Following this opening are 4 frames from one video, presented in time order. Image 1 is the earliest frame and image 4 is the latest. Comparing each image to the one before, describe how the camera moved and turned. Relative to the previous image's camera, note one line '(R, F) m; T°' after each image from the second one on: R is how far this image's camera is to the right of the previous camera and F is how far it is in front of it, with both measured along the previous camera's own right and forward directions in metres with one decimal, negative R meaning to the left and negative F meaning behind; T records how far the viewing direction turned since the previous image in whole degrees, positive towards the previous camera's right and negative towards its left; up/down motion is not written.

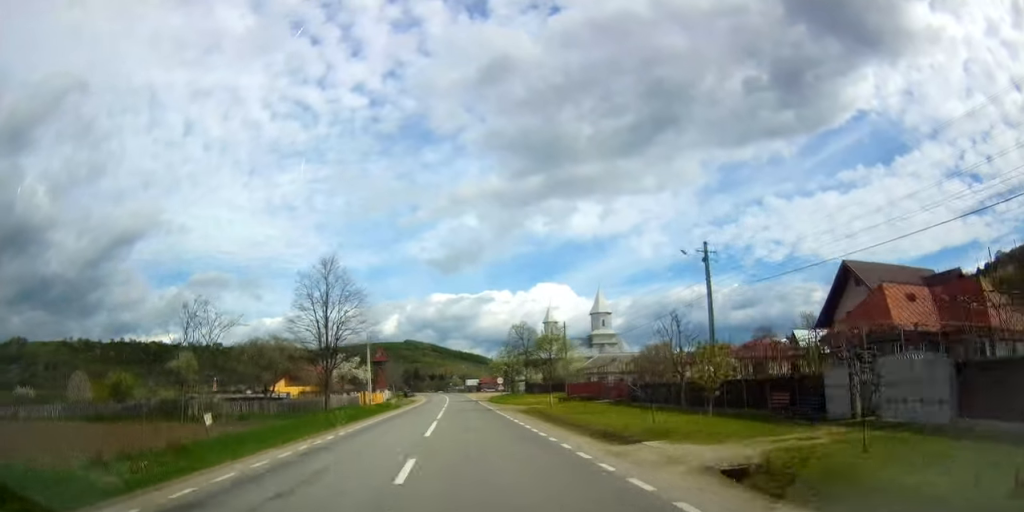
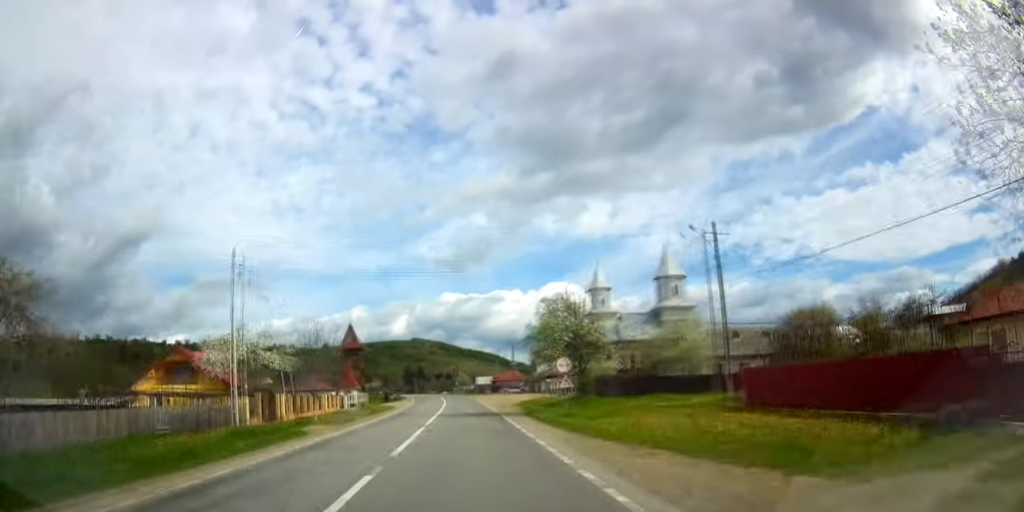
(0.0, +41.6) m; 0°
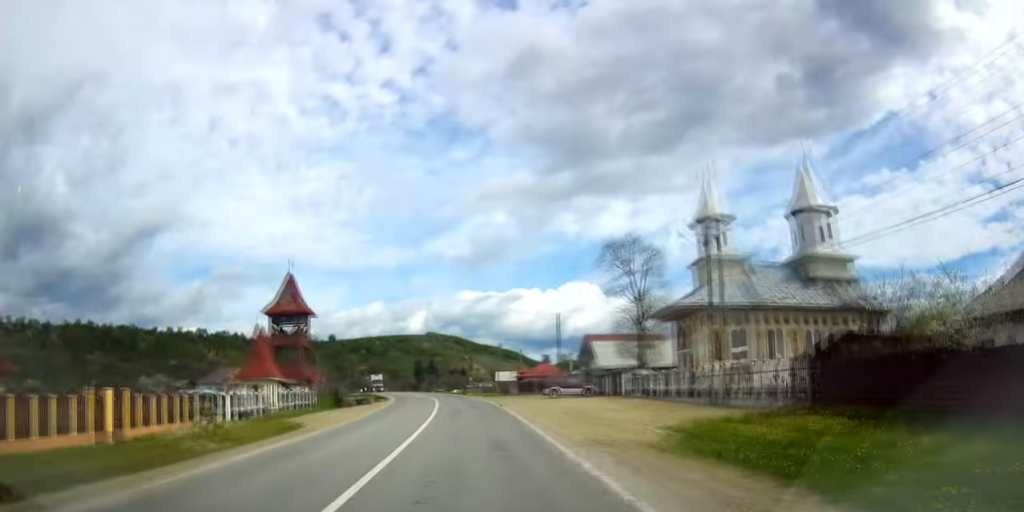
(0.0, +38.9) m; -1°
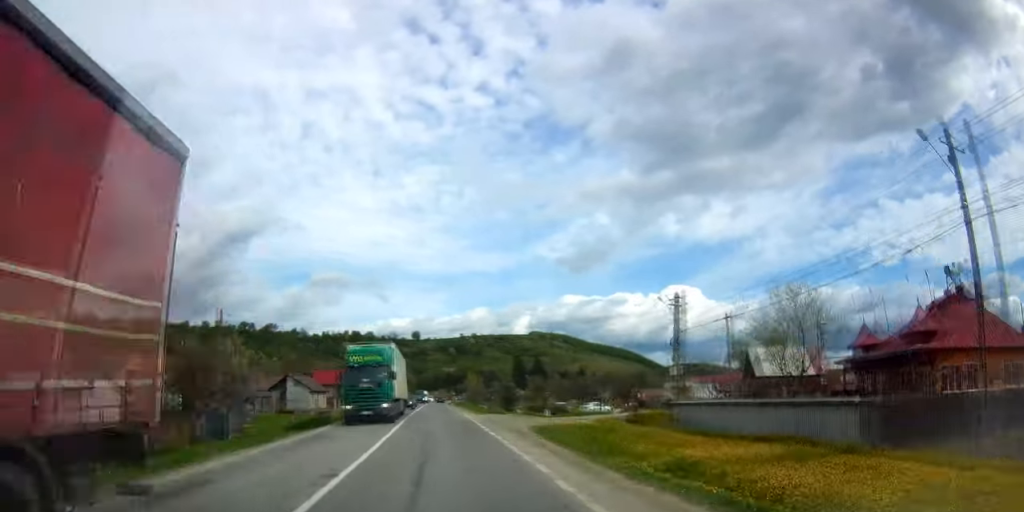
(-5.6, +92.8) m; -7°
